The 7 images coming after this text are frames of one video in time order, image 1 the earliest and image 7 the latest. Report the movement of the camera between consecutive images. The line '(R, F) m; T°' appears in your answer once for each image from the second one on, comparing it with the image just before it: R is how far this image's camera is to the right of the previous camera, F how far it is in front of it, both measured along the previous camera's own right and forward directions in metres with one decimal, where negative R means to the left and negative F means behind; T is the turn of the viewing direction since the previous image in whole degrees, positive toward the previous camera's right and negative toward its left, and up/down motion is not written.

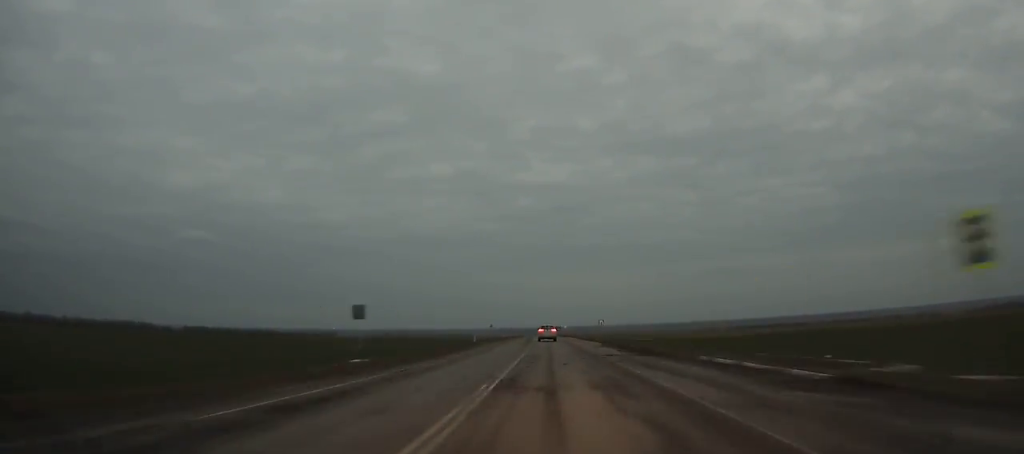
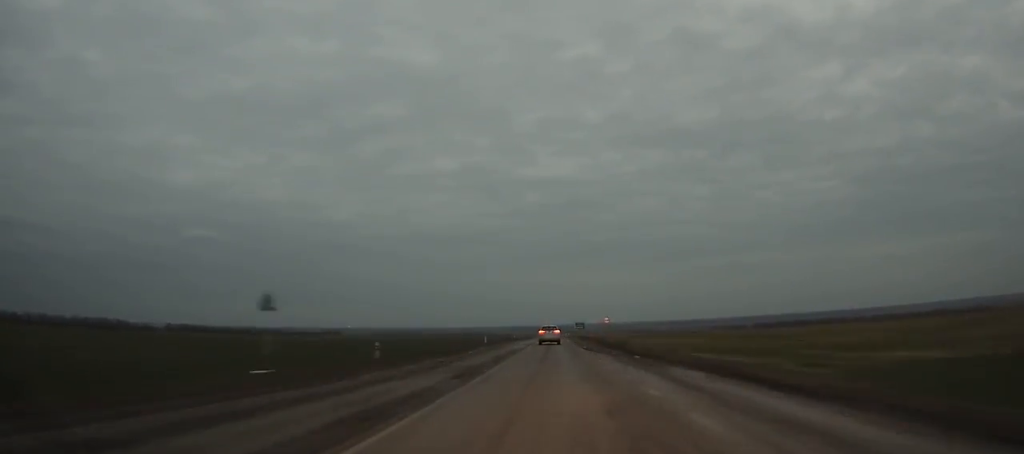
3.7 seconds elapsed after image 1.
(-1.1, +87.4) m; -1°
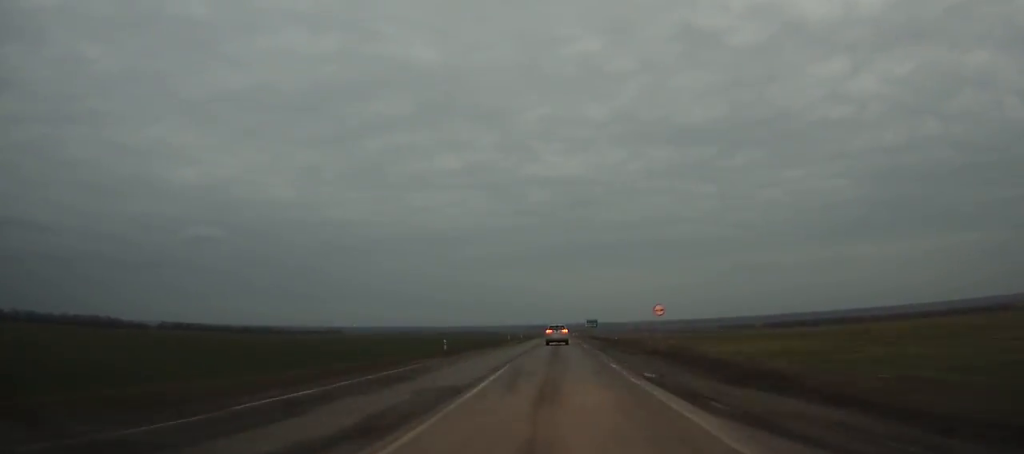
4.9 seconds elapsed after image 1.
(-0.4, +28.0) m; 0°
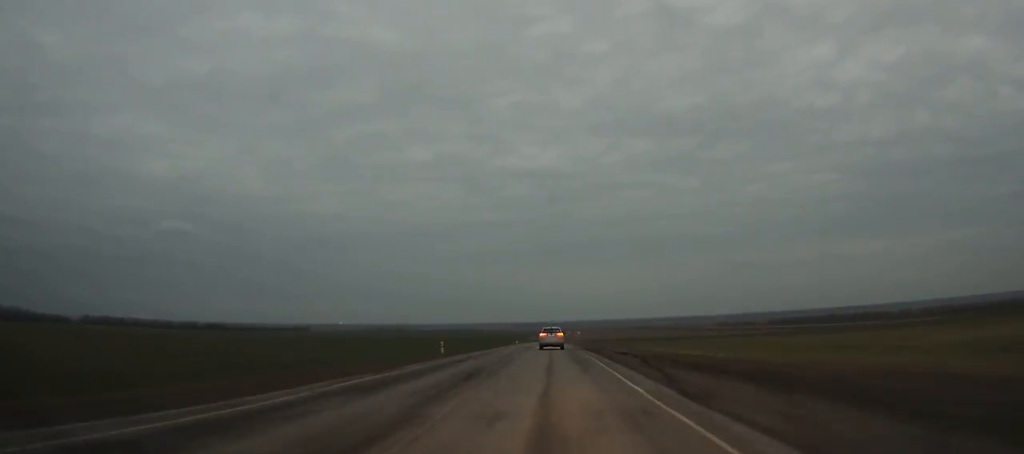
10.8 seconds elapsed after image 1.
(+1.6, +135.6) m; +1°
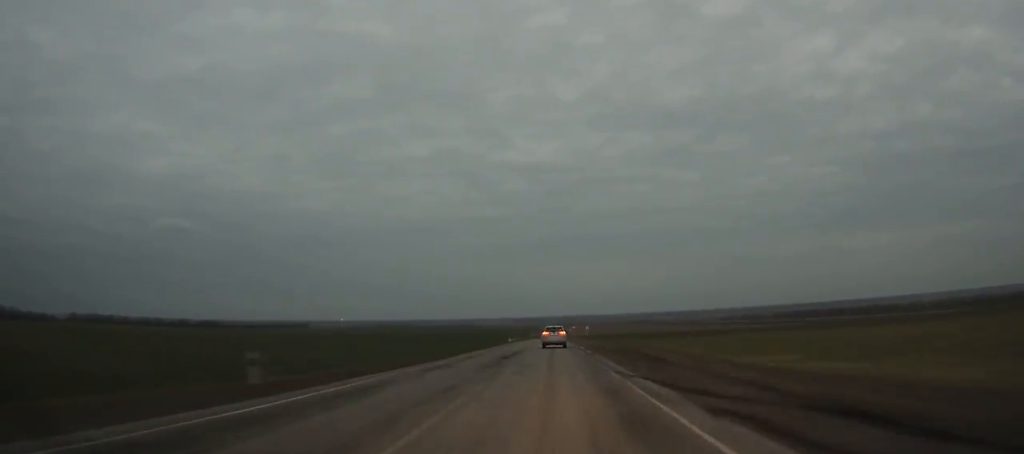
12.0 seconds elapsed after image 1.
(0.0, +27.3) m; 0°
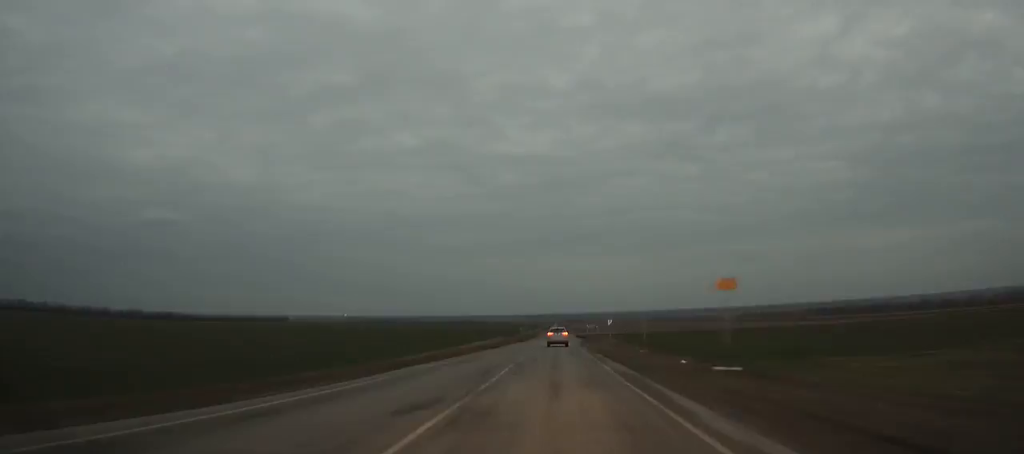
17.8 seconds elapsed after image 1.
(-0.3, +131.5) m; 0°
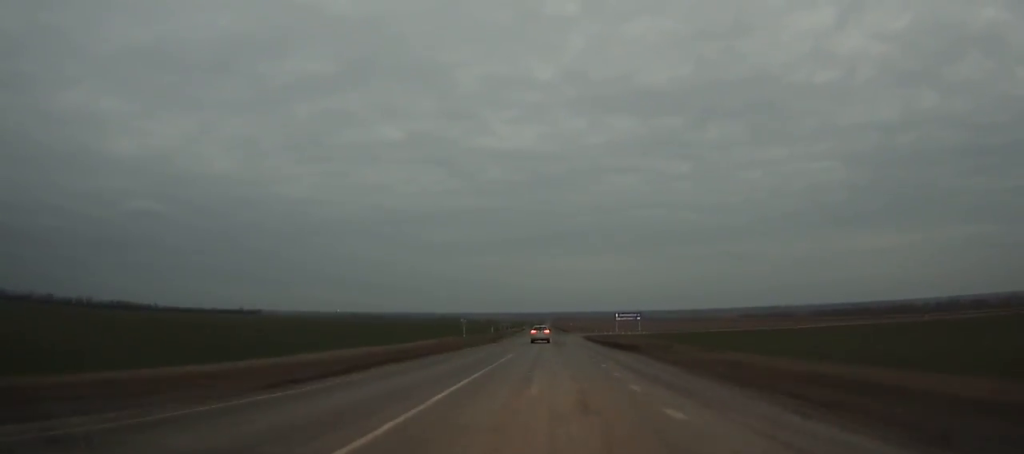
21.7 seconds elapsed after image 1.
(-0.3, +88.5) m; -1°
